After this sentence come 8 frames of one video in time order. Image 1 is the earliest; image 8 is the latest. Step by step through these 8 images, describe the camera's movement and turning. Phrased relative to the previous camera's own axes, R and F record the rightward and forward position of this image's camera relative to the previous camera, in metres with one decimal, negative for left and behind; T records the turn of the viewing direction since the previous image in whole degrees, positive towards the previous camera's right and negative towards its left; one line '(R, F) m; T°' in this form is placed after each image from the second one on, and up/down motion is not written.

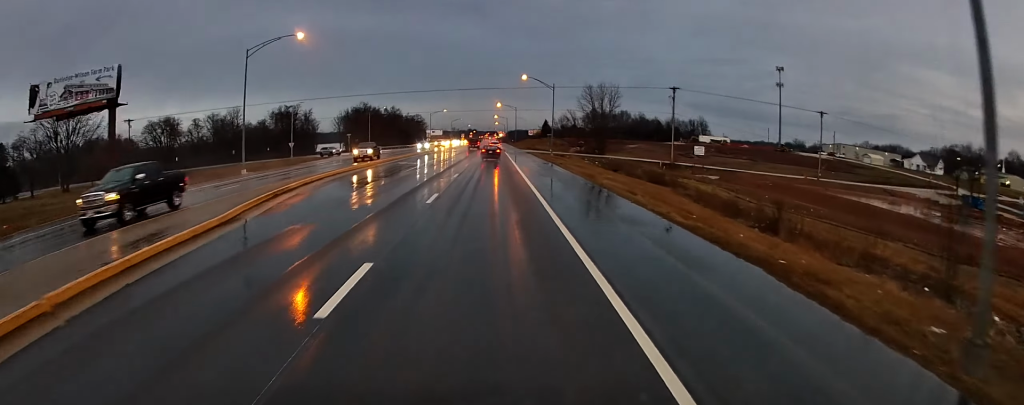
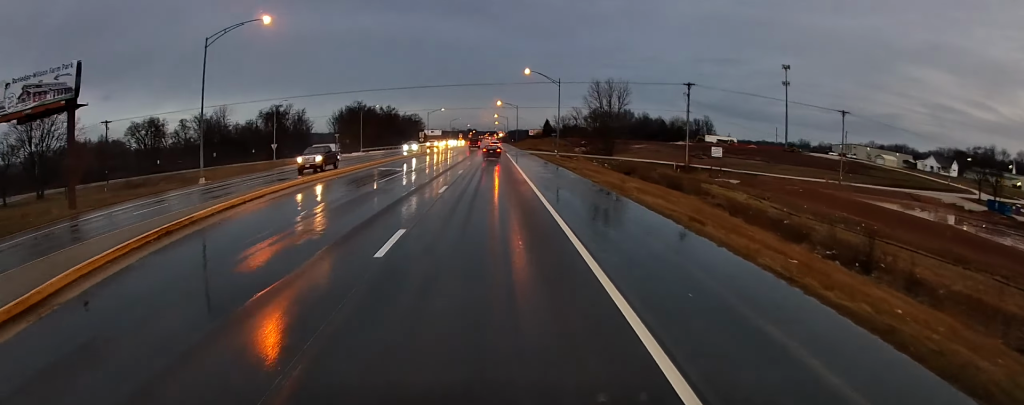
(-0.1, +8.4) m; 0°
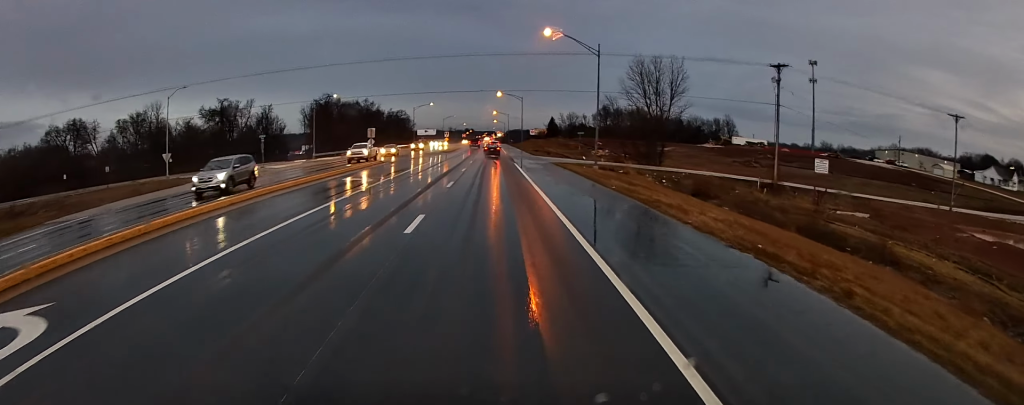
(+0.2, +33.3) m; +2°
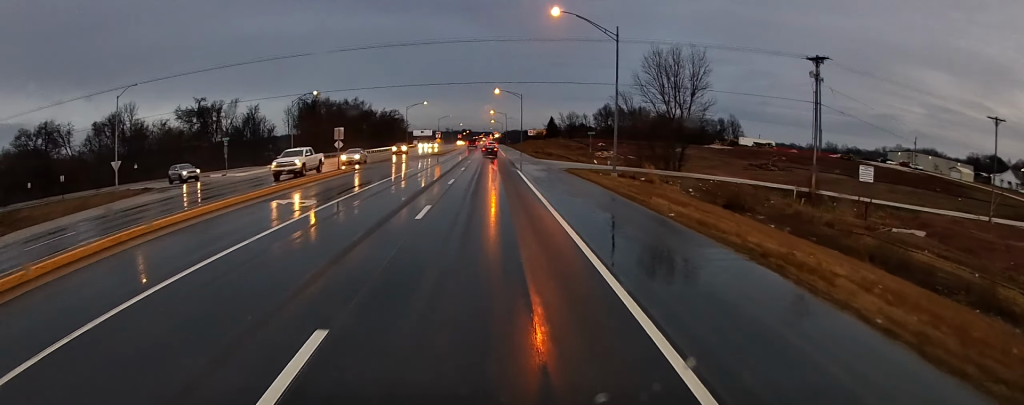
(+0.2, +9.4) m; 0°
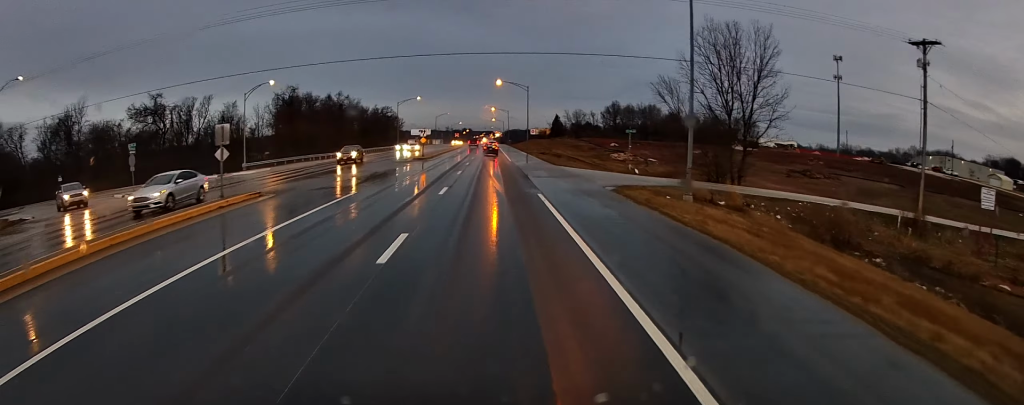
(0.0, +17.3) m; 0°
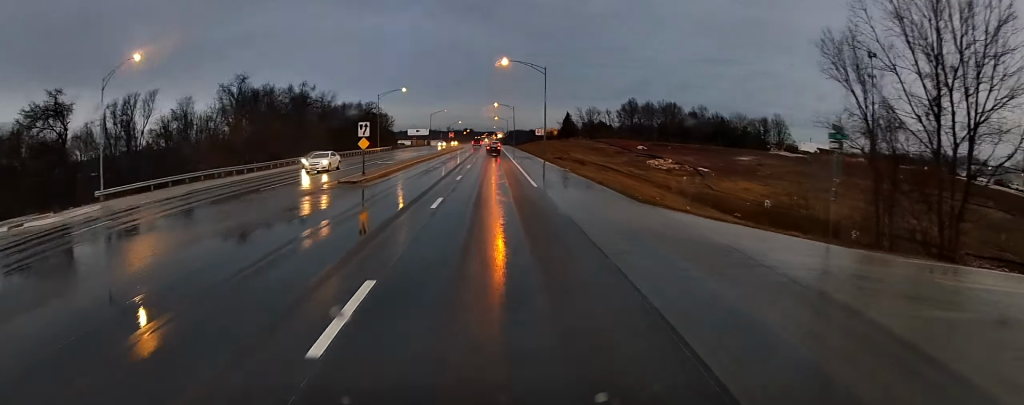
(-0.3, +28.1) m; -1°
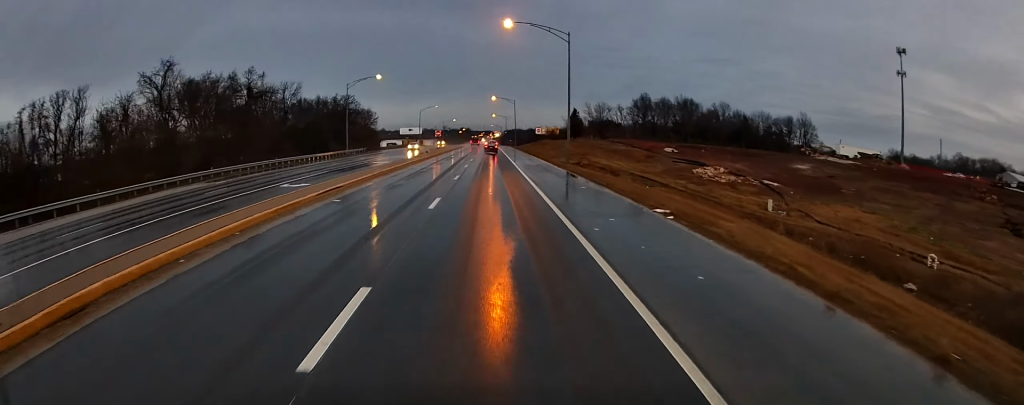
(-0.3, +24.0) m; -1°
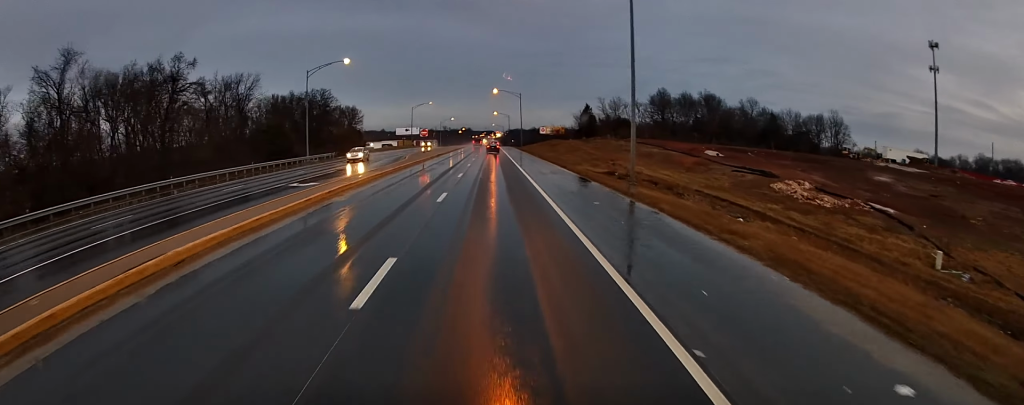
(0.0, +21.5) m; +2°
